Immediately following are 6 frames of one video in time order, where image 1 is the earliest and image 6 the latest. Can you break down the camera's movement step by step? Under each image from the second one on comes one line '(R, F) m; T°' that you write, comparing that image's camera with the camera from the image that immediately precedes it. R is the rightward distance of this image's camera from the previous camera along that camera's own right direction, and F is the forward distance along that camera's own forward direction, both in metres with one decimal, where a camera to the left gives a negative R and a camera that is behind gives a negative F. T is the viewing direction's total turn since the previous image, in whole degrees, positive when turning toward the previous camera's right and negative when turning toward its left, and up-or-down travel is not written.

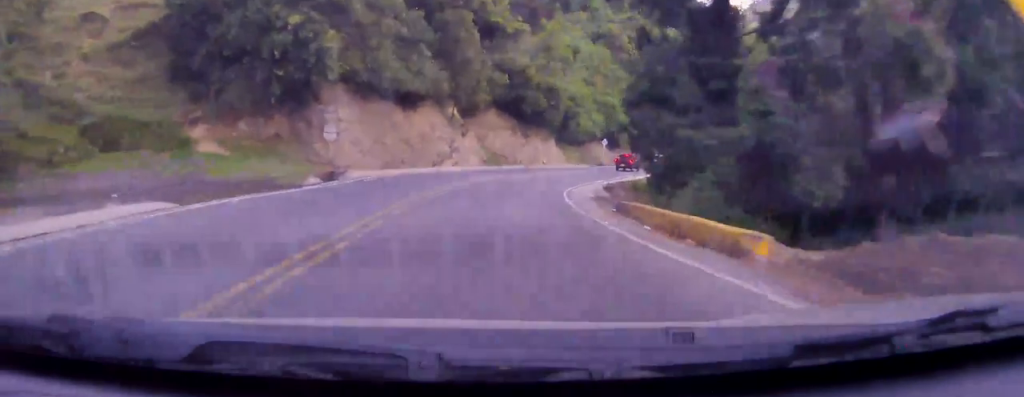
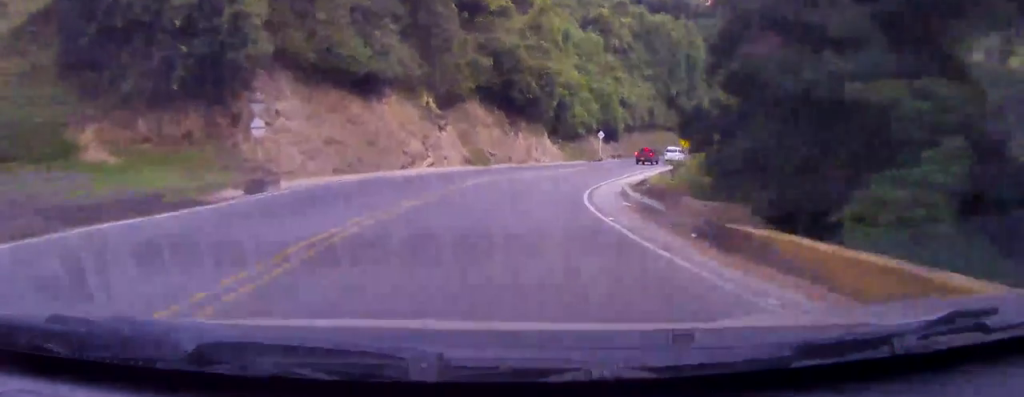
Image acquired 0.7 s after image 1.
(-0.1, +9.0) m; +3°
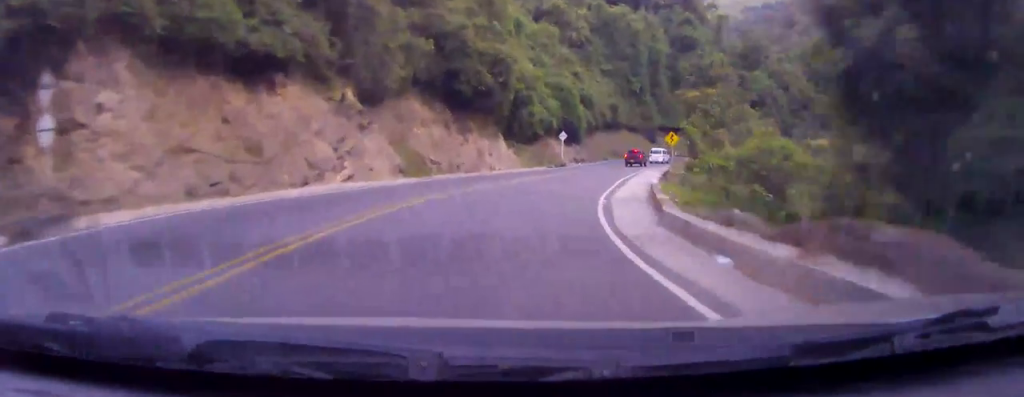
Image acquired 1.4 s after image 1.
(+0.6, +10.4) m; +5°
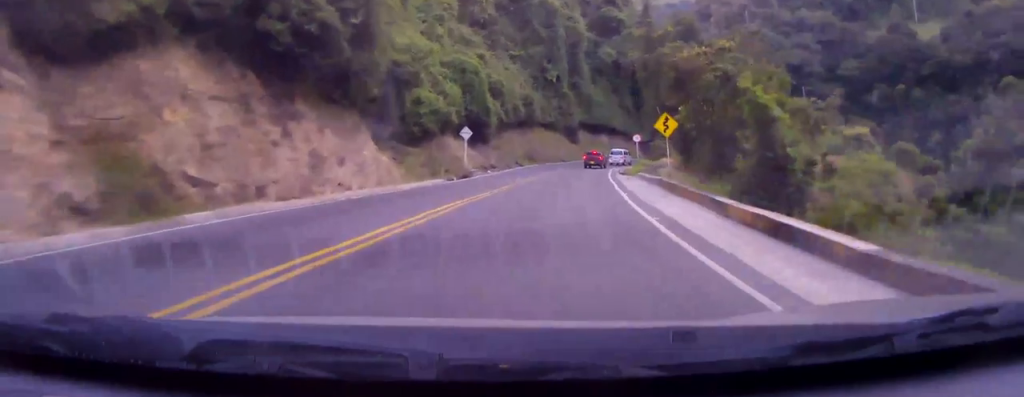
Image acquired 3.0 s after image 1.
(+1.8, +21.2) m; +10°
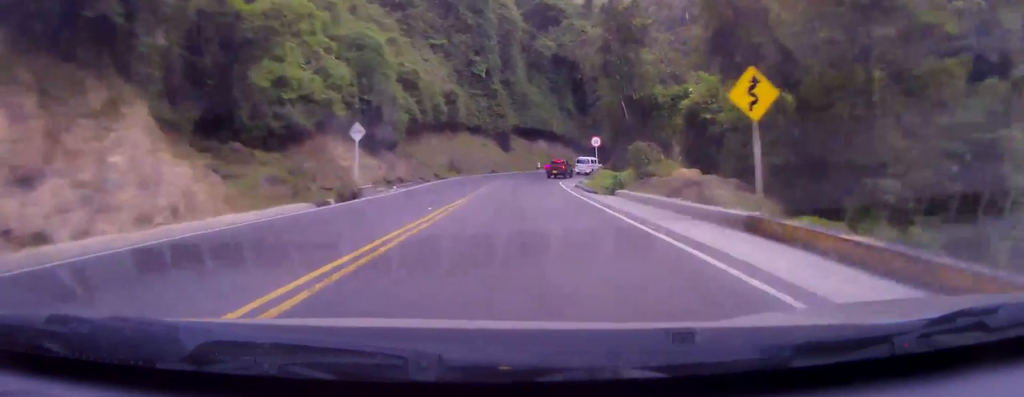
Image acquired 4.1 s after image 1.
(+0.9, +15.8) m; +4°
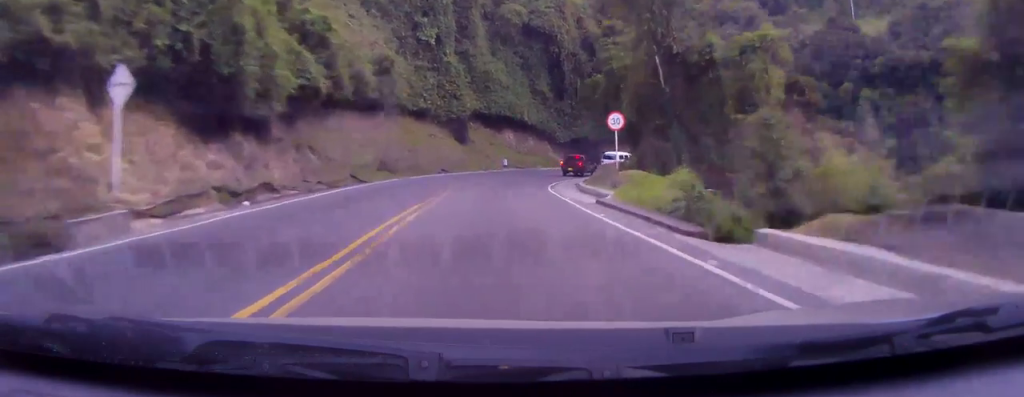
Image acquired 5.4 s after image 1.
(+1.1, +19.4) m; +7°
